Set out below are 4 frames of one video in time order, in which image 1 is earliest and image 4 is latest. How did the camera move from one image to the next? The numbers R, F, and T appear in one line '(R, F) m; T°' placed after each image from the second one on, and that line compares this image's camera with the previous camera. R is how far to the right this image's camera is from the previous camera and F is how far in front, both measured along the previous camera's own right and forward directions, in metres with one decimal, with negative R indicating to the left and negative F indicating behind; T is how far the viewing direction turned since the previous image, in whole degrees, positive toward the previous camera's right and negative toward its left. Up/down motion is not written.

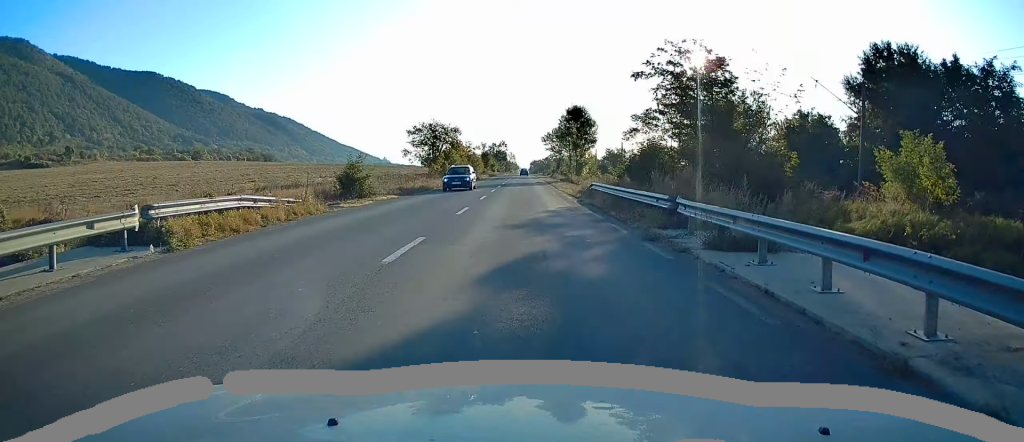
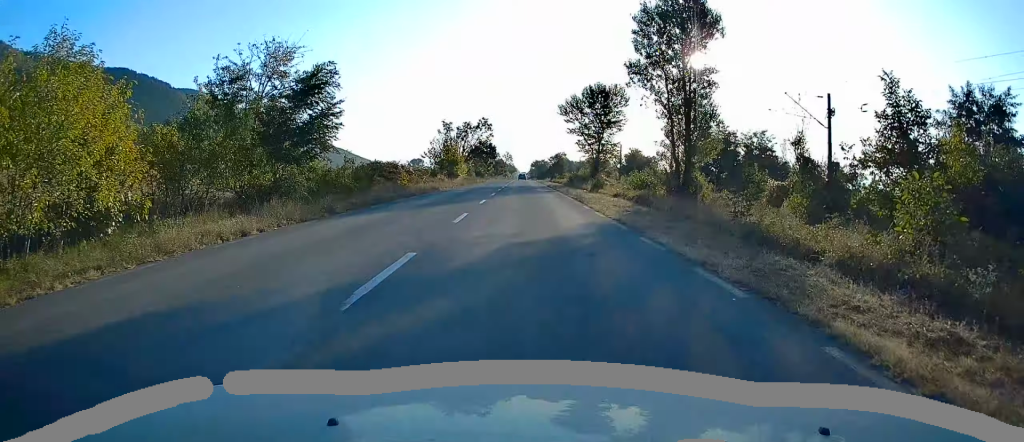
(-0.6, +92.0) m; 0°
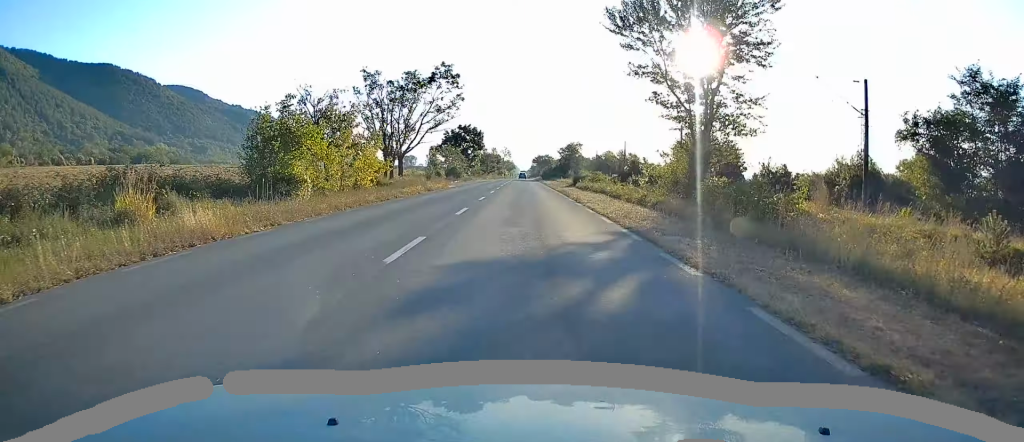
(-0.2, +51.3) m; -1°
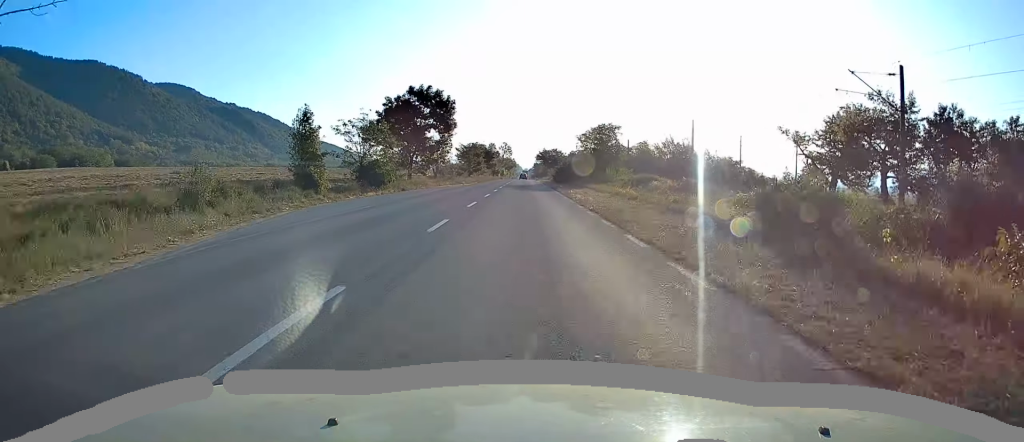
(+0.1, +49.7) m; +1°
